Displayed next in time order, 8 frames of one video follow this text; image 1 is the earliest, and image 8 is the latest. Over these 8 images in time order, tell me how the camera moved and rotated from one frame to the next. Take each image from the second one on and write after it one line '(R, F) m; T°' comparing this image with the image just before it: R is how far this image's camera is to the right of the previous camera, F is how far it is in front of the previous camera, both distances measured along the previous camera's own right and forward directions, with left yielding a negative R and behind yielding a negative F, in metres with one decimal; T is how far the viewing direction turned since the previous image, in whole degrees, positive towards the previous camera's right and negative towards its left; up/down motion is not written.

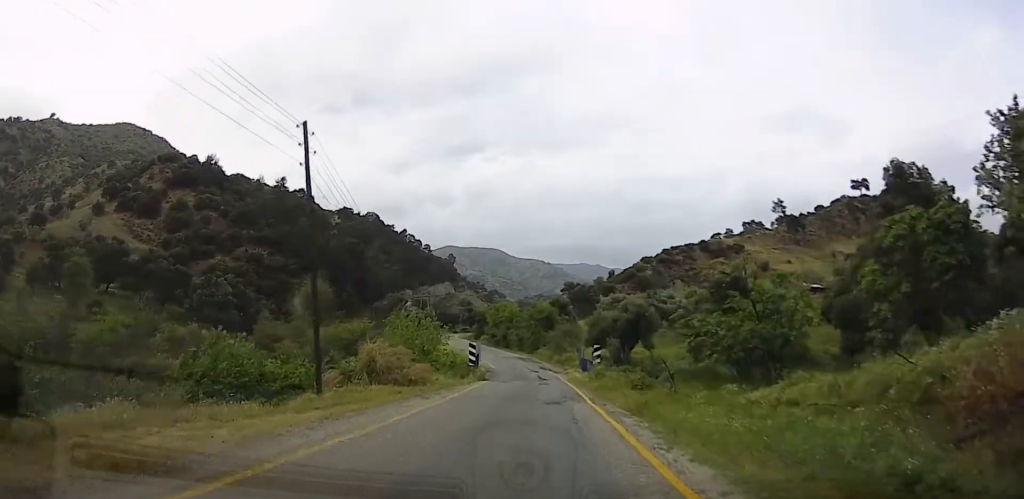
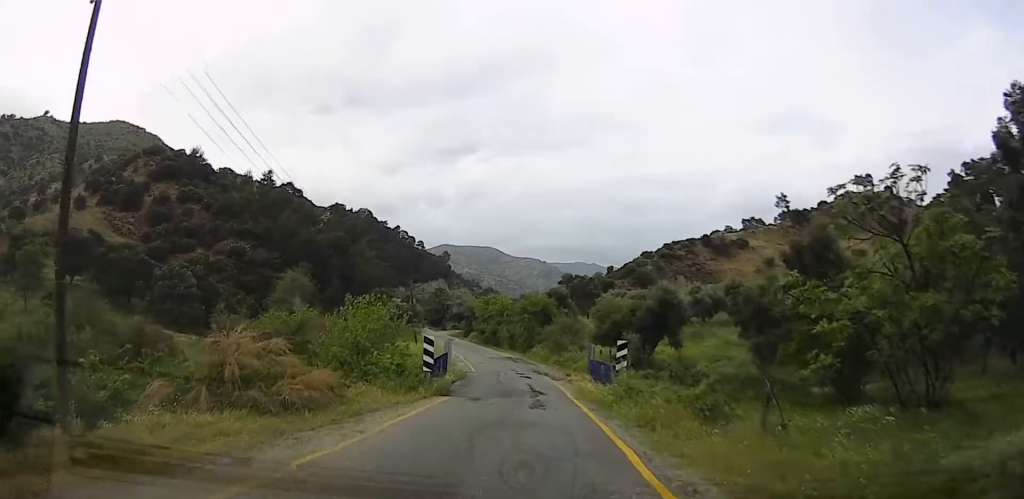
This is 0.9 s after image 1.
(0.0, +8.6) m; 0°
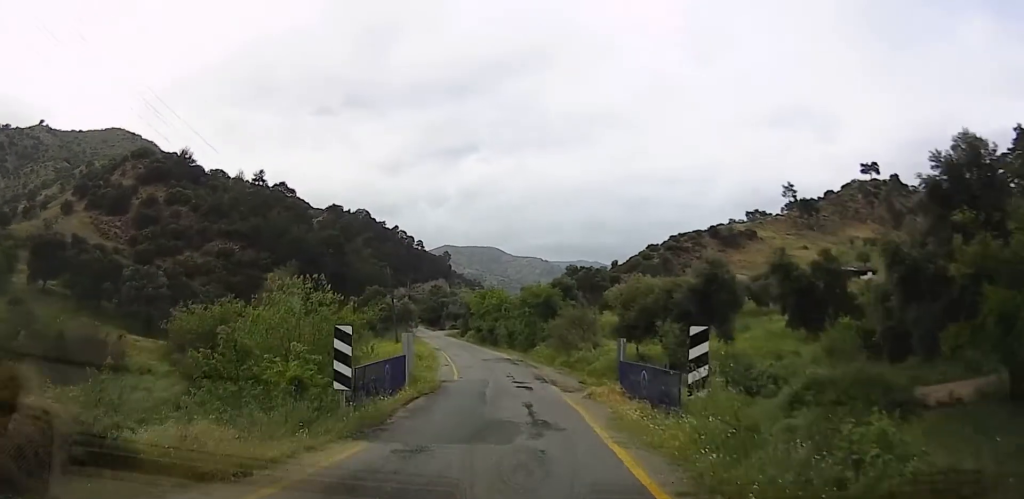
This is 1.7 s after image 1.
(0.0, +7.5) m; 0°
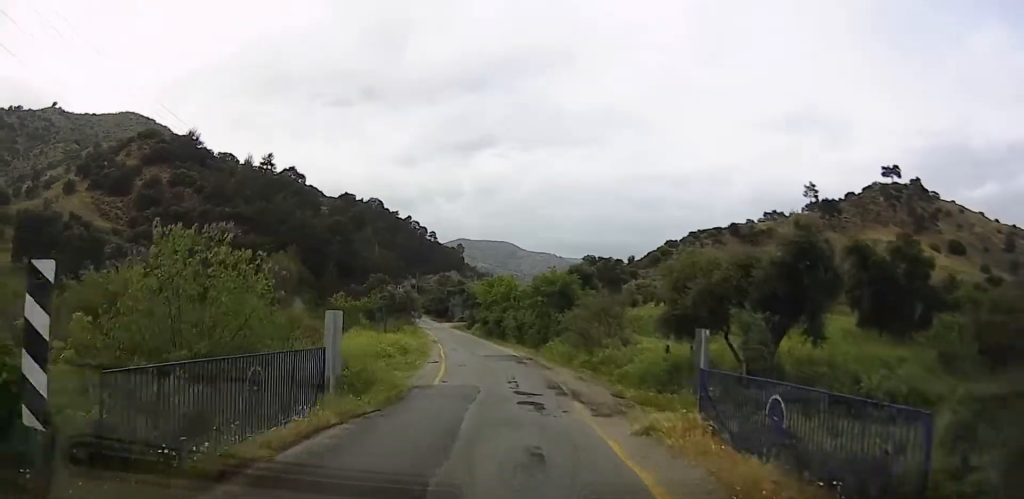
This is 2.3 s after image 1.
(0.0, +6.5) m; 0°
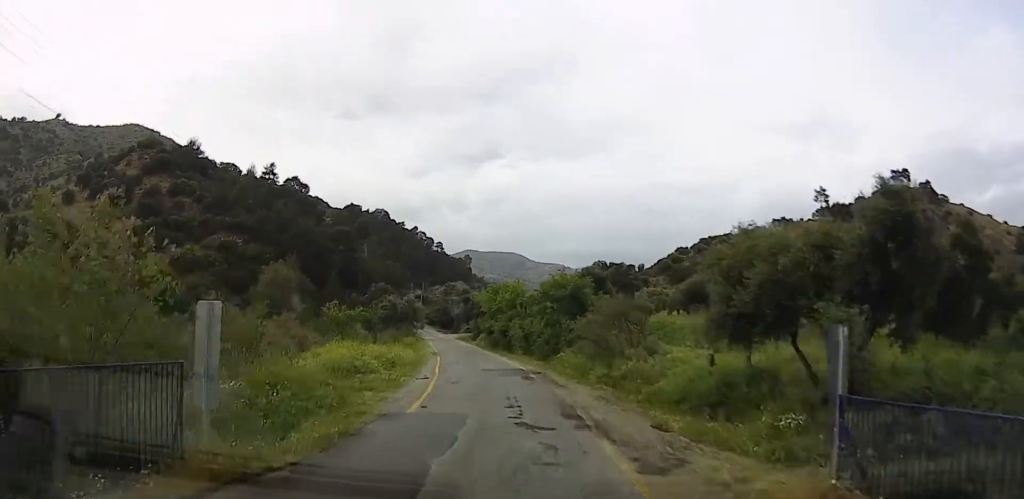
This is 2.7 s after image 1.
(0.0, +3.9) m; +1°
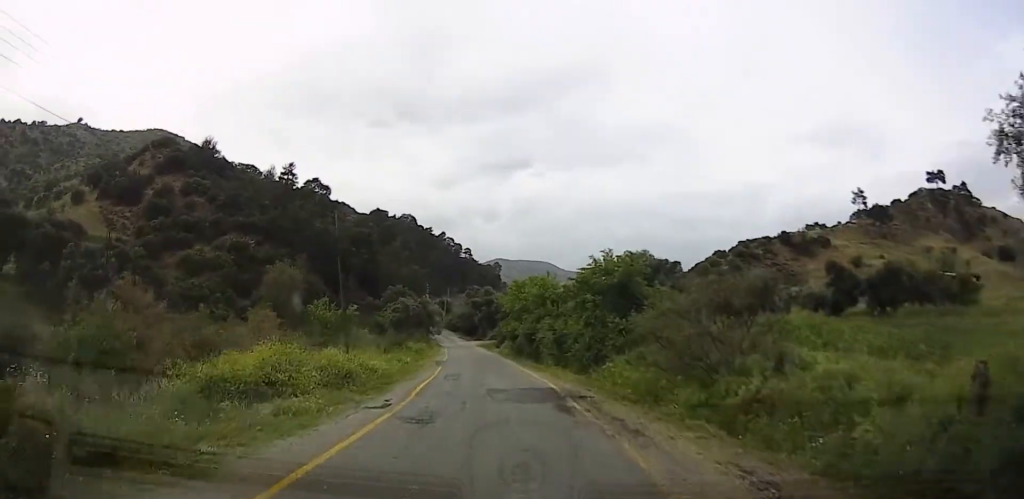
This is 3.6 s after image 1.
(+0.1, +8.7) m; -1°
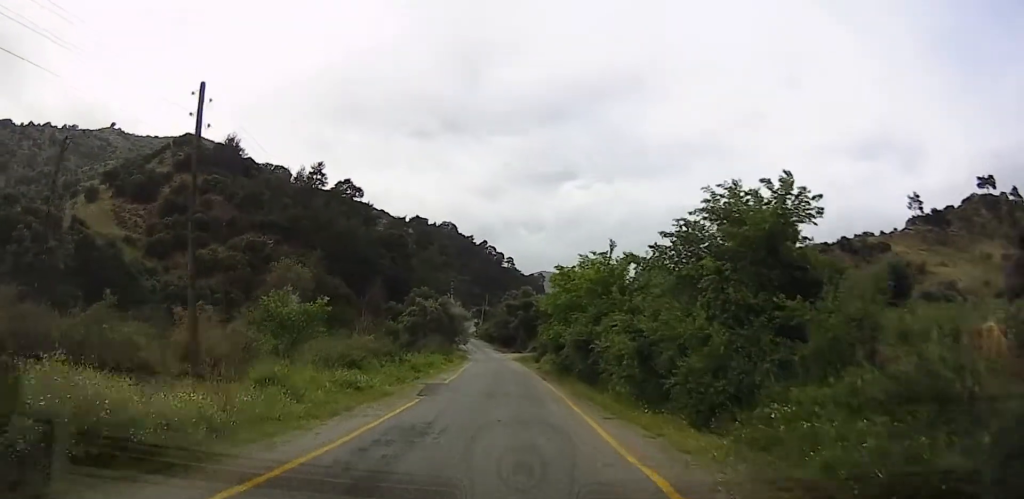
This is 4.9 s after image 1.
(-0.7, +12.2) m; -8°
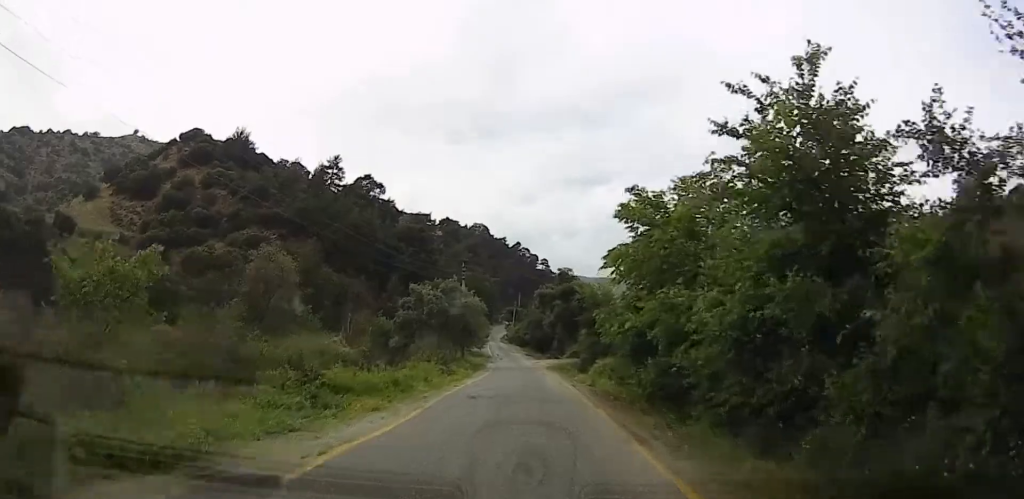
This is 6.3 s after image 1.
(-1.1, +15.6) m; -5°
